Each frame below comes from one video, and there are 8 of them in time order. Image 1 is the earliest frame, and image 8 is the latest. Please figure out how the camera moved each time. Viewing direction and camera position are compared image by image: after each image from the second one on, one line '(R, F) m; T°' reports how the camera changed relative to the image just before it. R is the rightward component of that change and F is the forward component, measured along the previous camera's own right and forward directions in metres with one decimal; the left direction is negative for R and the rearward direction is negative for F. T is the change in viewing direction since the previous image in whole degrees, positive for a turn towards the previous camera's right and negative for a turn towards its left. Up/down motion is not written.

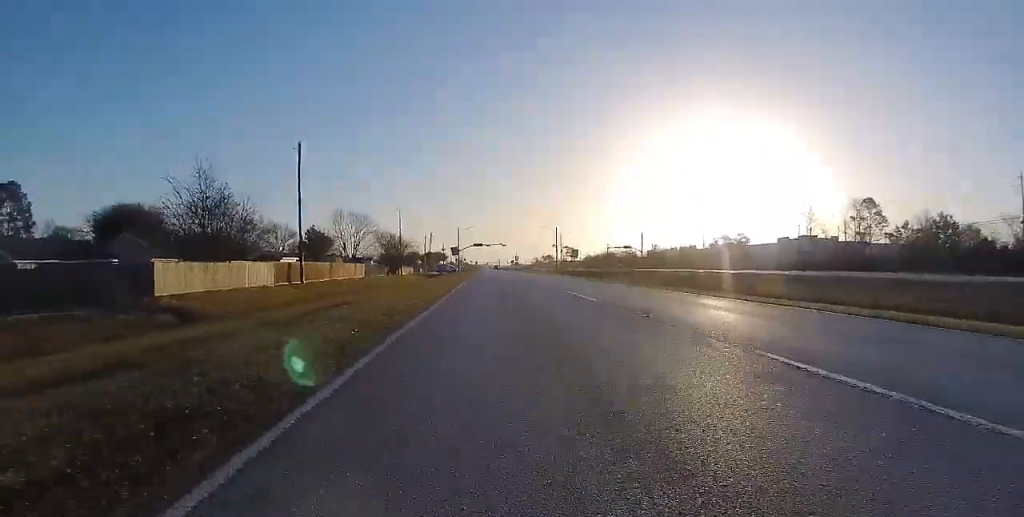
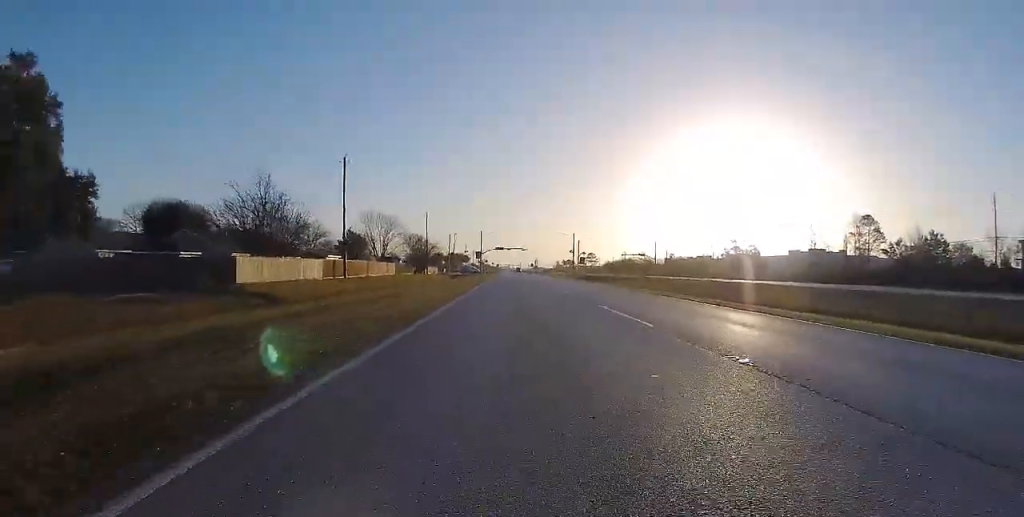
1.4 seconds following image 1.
(+0.1, +8.4) m; +2°
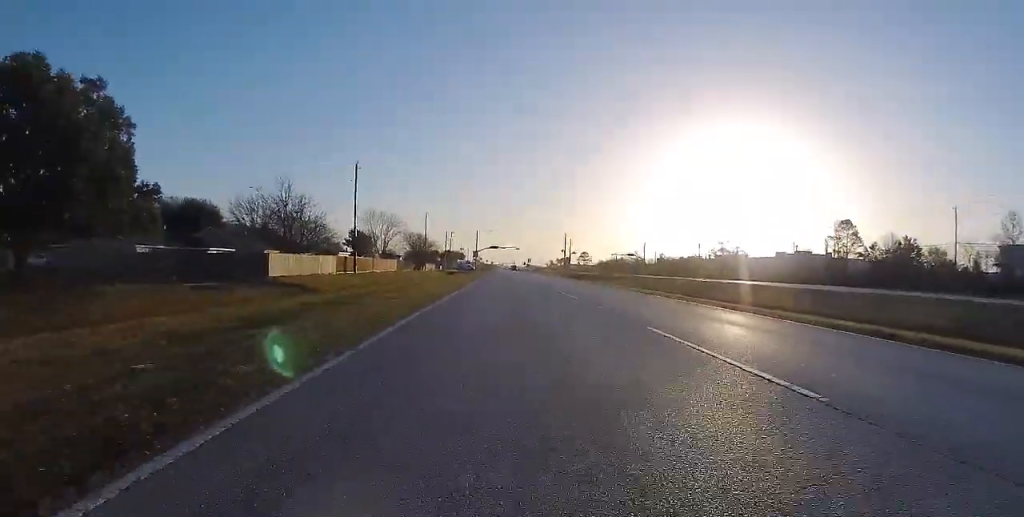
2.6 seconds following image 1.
(+0.2, +7.2) m; +1°
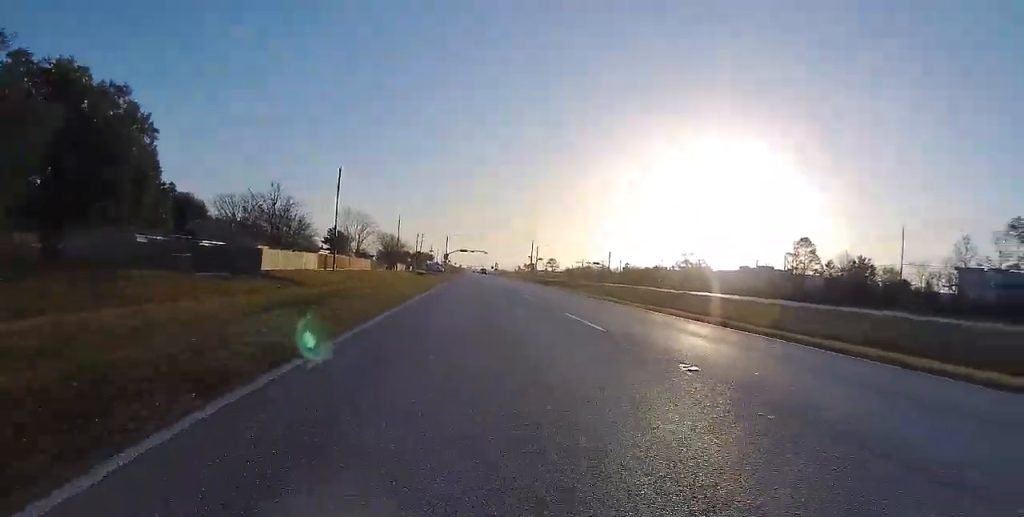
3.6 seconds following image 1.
(0.0, +5.6) m; 0°
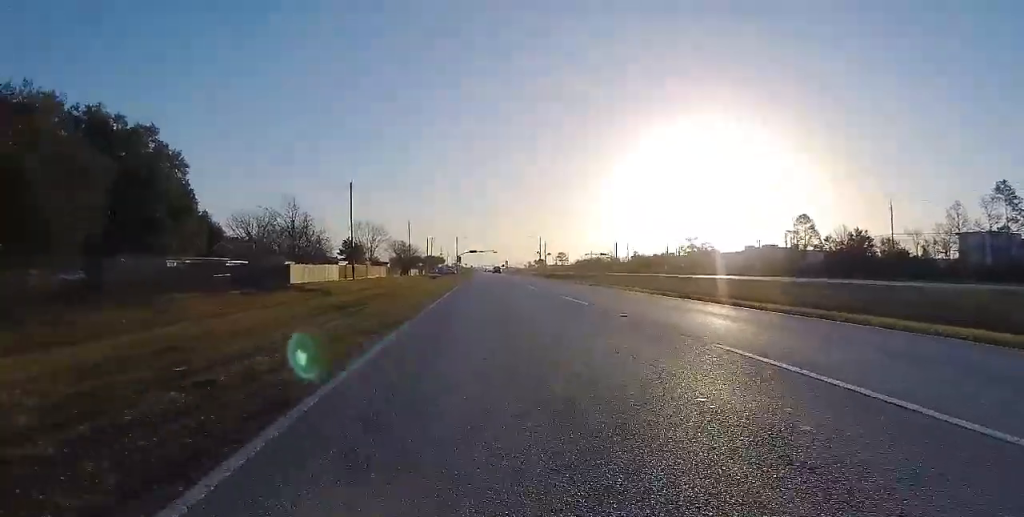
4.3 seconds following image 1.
(0.0, +4.3) m; 0°
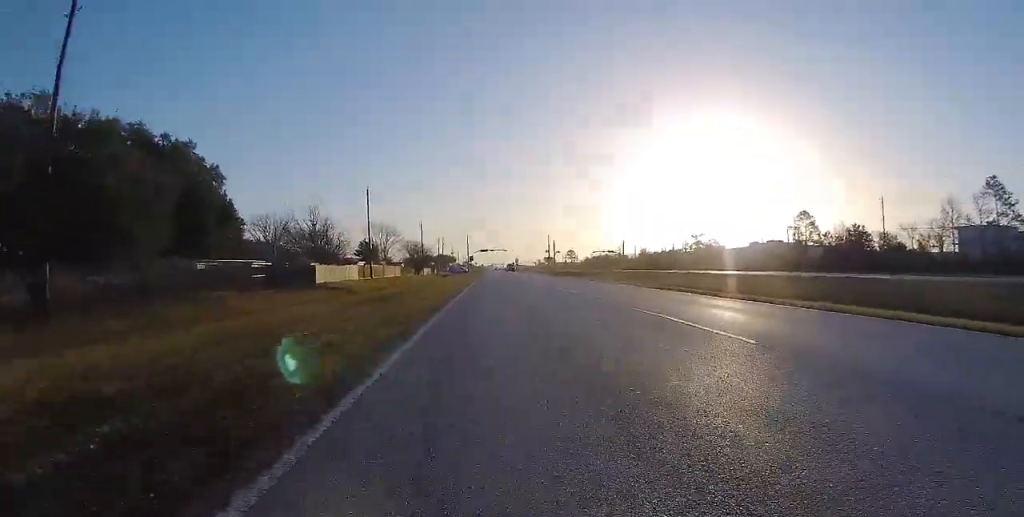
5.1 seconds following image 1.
(0.0, +4.5) m; 0°
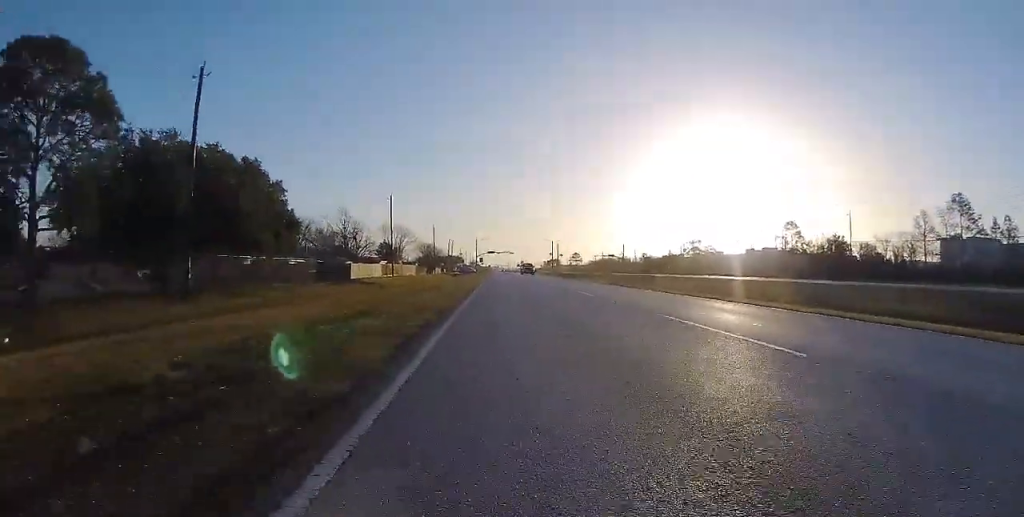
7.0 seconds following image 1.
(0.0, +11.3) m; 0°
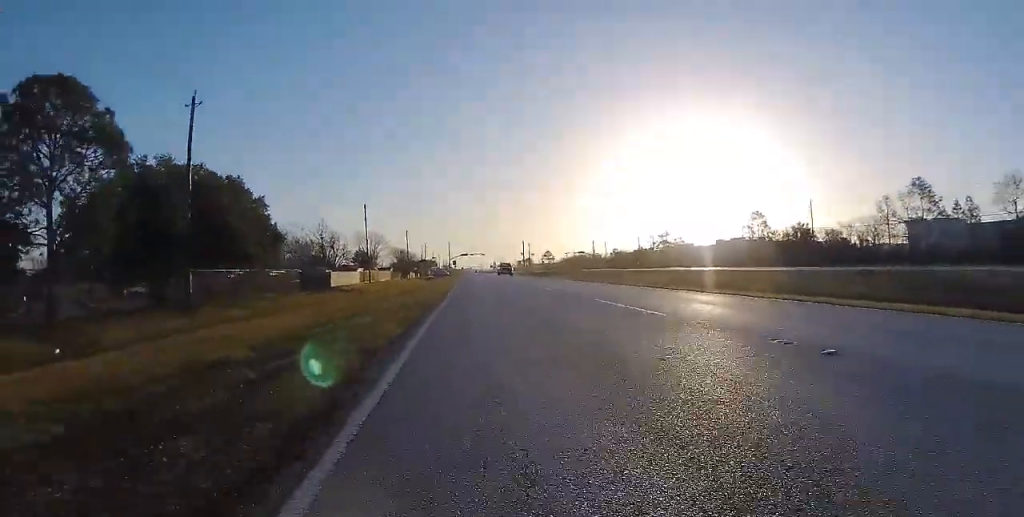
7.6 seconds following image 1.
(0.0, +3.3) m; 0°
